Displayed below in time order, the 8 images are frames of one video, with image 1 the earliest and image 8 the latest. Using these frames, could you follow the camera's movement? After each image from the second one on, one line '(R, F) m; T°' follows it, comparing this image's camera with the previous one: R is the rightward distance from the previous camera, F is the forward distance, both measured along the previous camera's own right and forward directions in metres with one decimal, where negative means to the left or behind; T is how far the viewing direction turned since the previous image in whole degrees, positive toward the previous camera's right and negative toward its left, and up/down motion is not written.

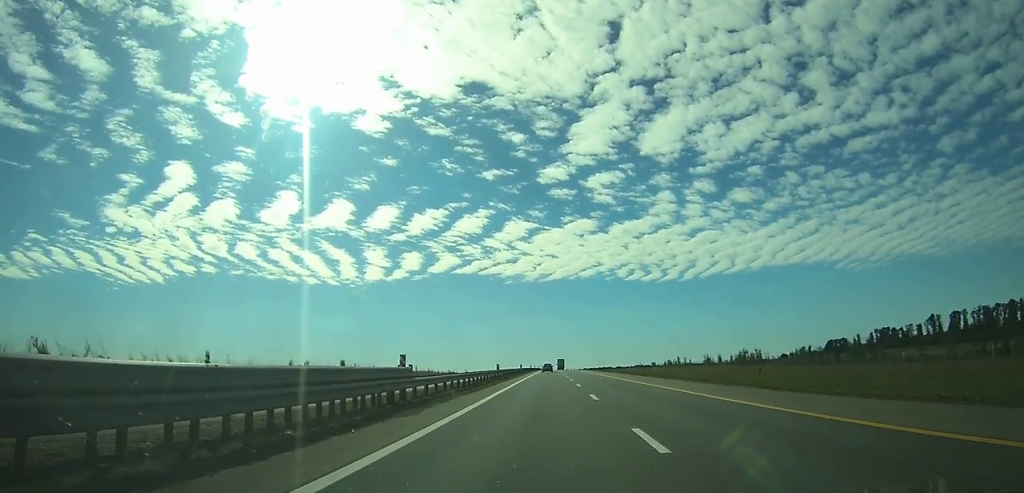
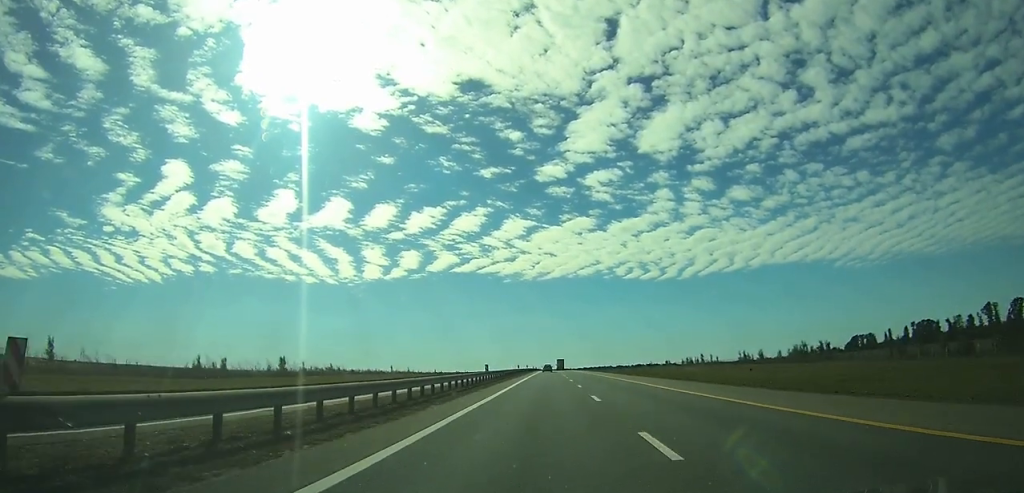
(-0.1, +48.4) m; 0°
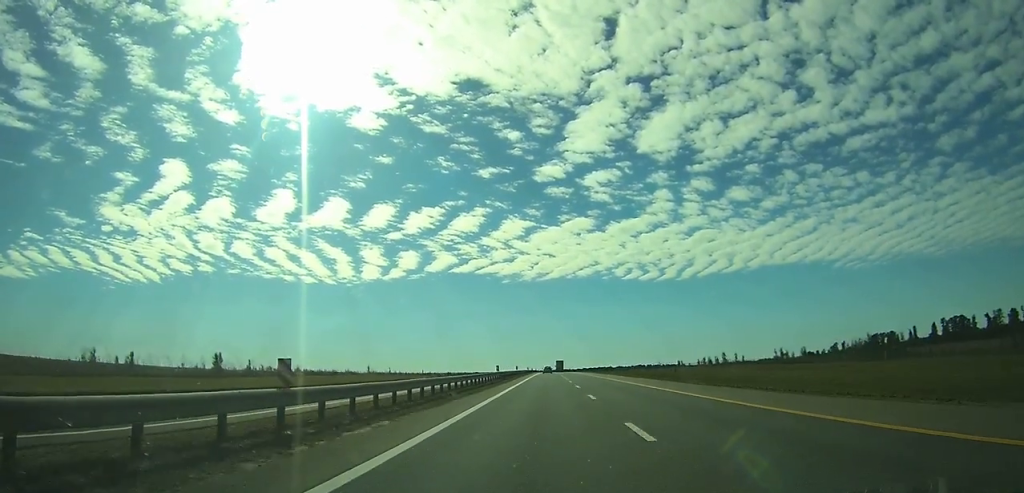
(0.0, +33.8) m; 0°
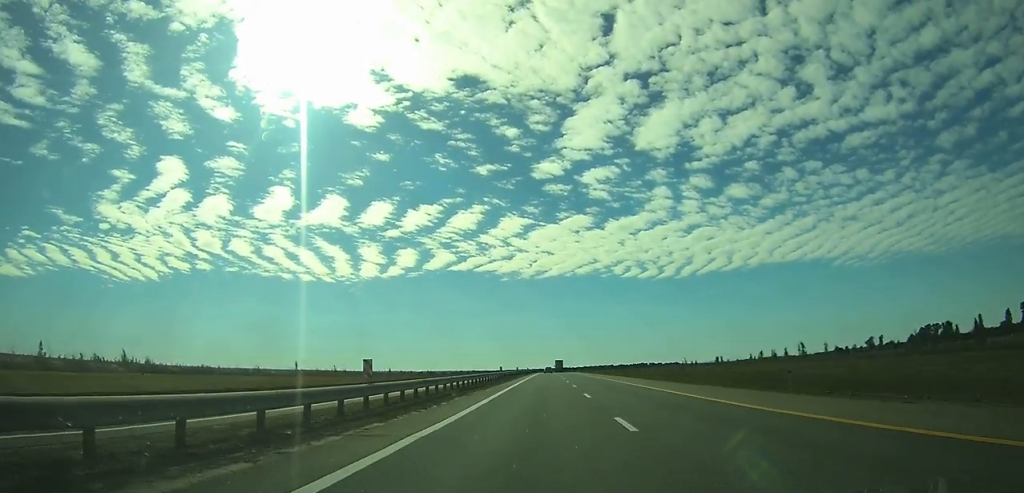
(+0.2, +70.3) m; 0°
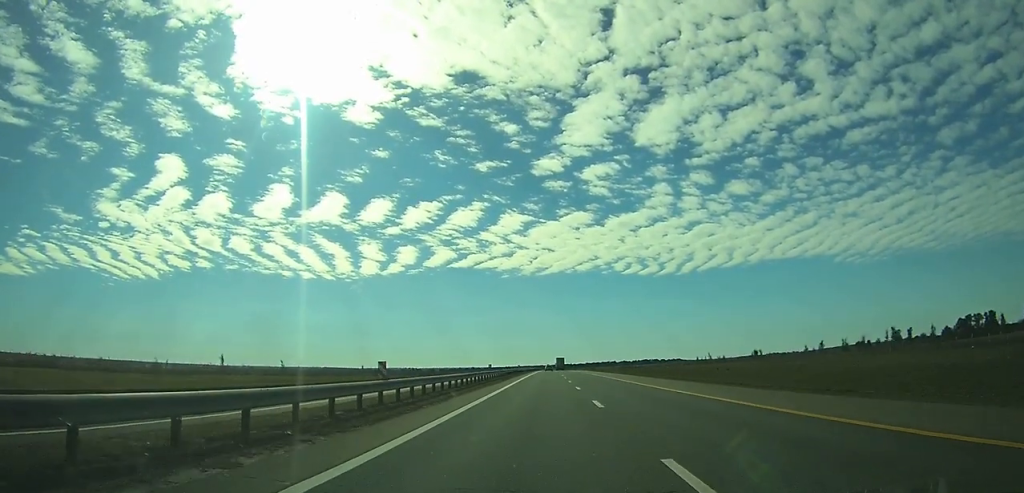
(0.0, +42.3) m; 0°
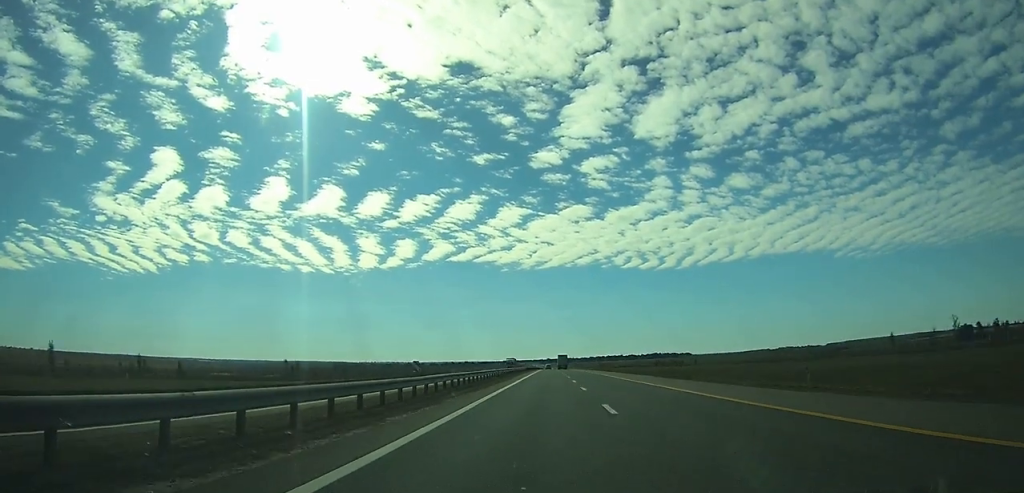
(-0.6, +158.3) m; 0°
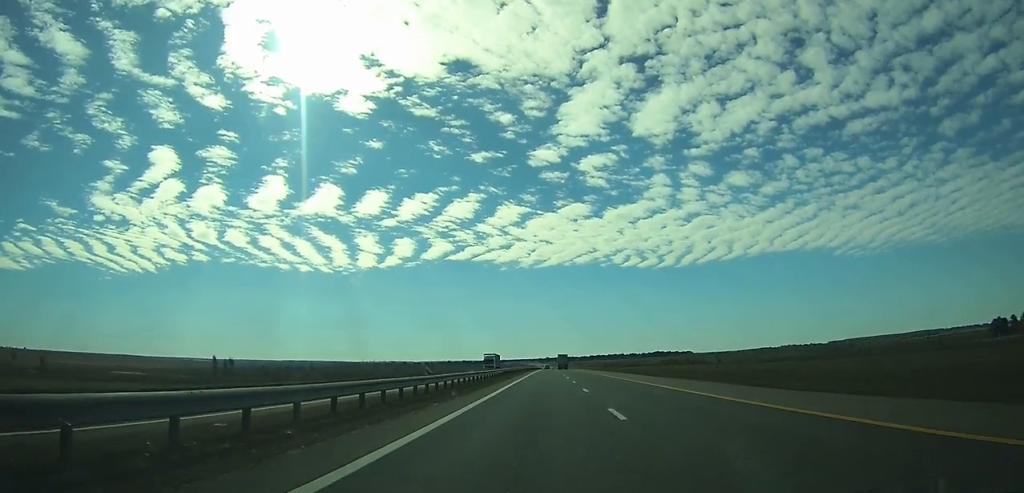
(+0.1, +37.7) m; 0°
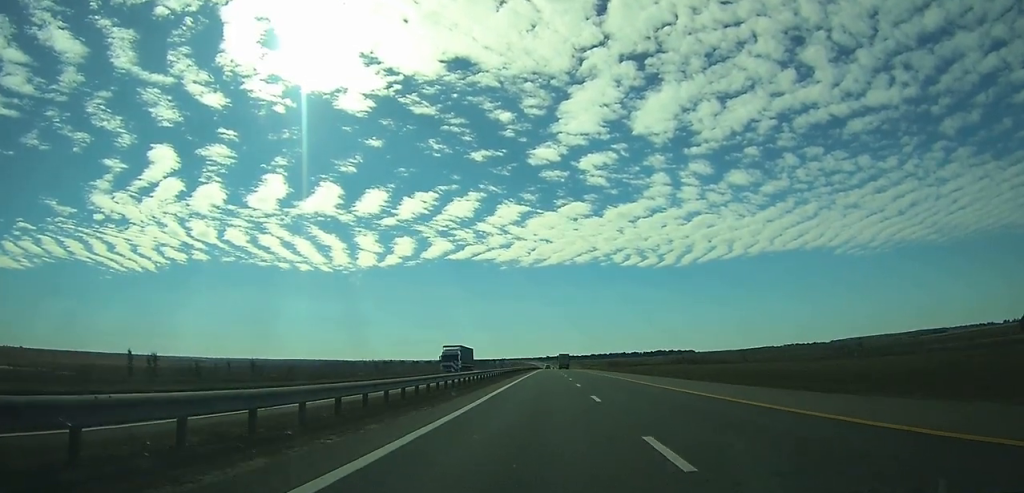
(0.0, +29.9) m; 0°
